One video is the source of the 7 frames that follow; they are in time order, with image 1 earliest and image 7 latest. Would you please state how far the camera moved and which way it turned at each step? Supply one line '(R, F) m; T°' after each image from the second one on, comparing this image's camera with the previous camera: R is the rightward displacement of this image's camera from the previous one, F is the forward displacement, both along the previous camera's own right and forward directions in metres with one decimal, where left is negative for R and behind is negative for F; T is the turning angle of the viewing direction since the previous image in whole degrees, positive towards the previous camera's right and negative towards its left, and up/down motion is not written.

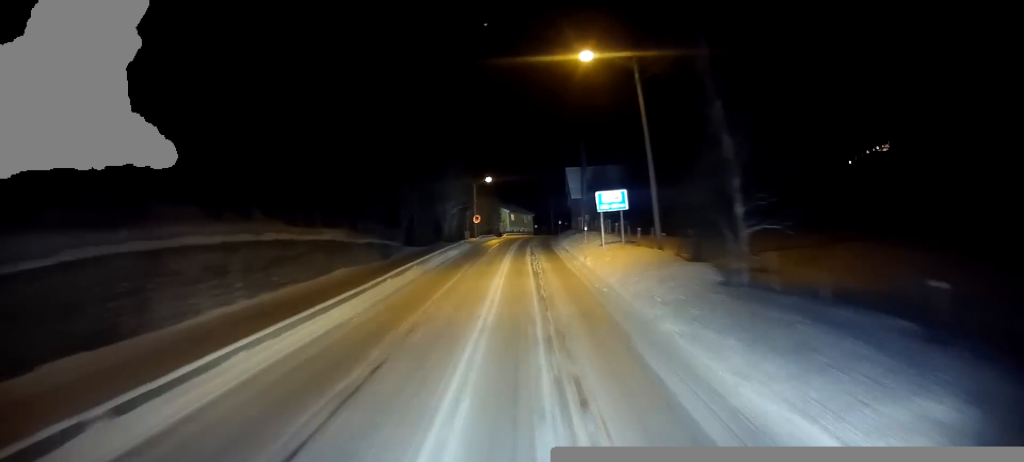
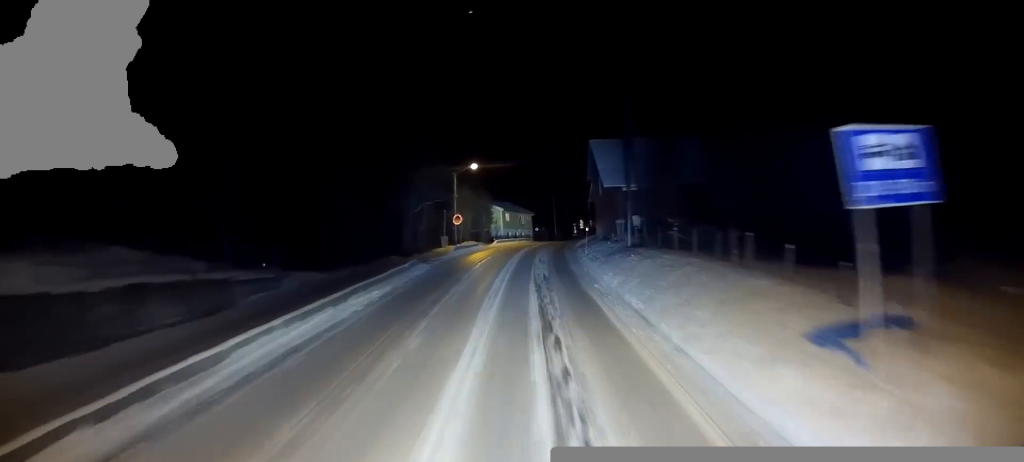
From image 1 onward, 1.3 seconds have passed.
(0.0, +19.9) m; 0°
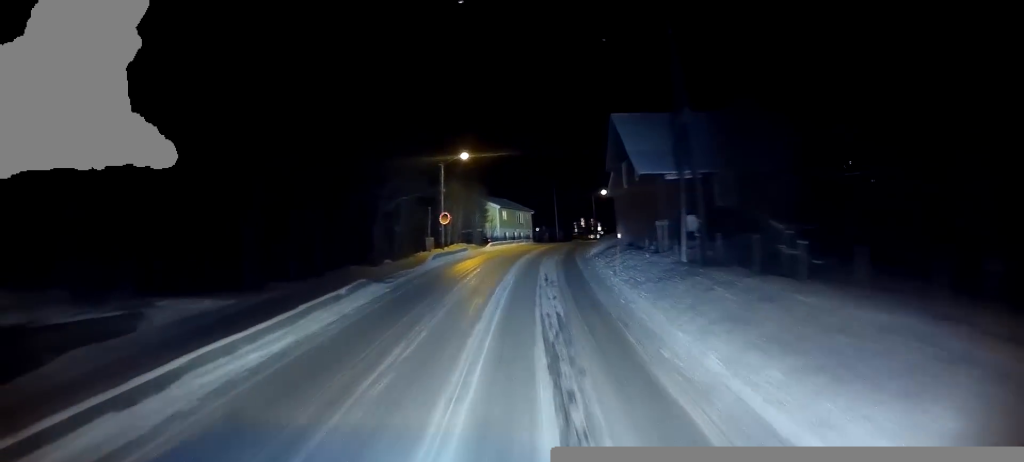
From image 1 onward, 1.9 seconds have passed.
(+0.1, +8.2) m; +1°
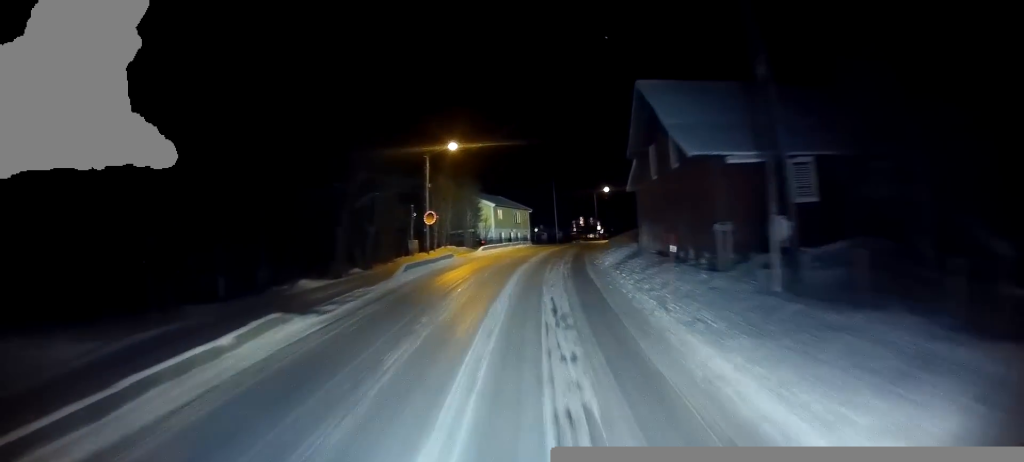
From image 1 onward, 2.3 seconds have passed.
(0.0, +6.3) m; +1°
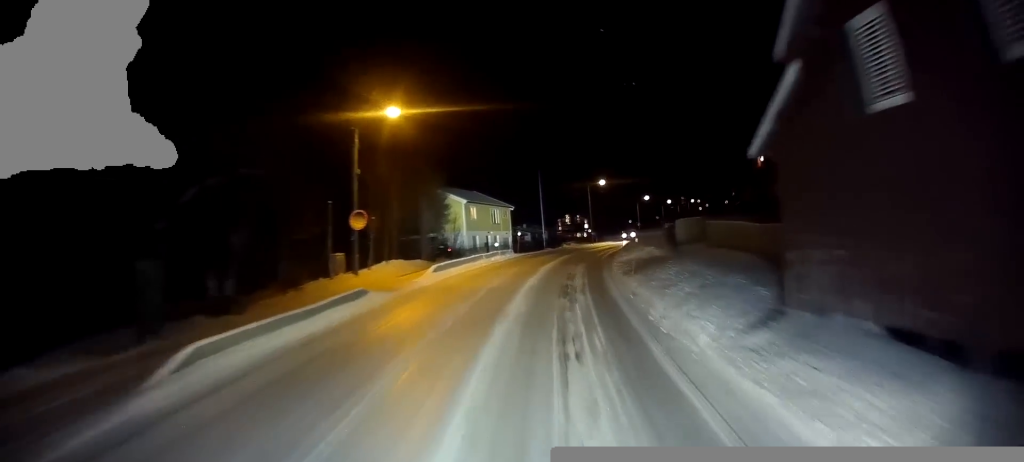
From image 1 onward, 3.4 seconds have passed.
(+0.3, +14.7) m; +3°
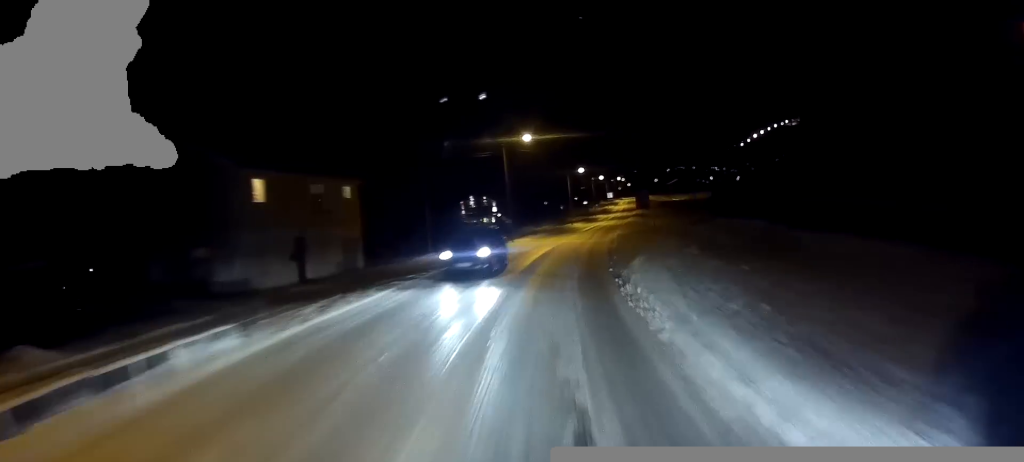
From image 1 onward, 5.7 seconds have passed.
(+2.5, +31.9) m; +9°
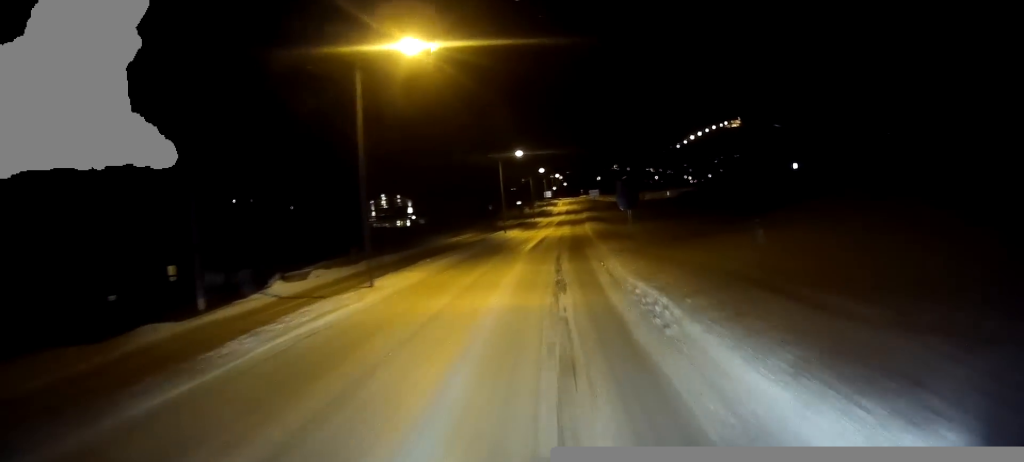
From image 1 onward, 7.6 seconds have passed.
(+0.4, +26.7) m; +2°
